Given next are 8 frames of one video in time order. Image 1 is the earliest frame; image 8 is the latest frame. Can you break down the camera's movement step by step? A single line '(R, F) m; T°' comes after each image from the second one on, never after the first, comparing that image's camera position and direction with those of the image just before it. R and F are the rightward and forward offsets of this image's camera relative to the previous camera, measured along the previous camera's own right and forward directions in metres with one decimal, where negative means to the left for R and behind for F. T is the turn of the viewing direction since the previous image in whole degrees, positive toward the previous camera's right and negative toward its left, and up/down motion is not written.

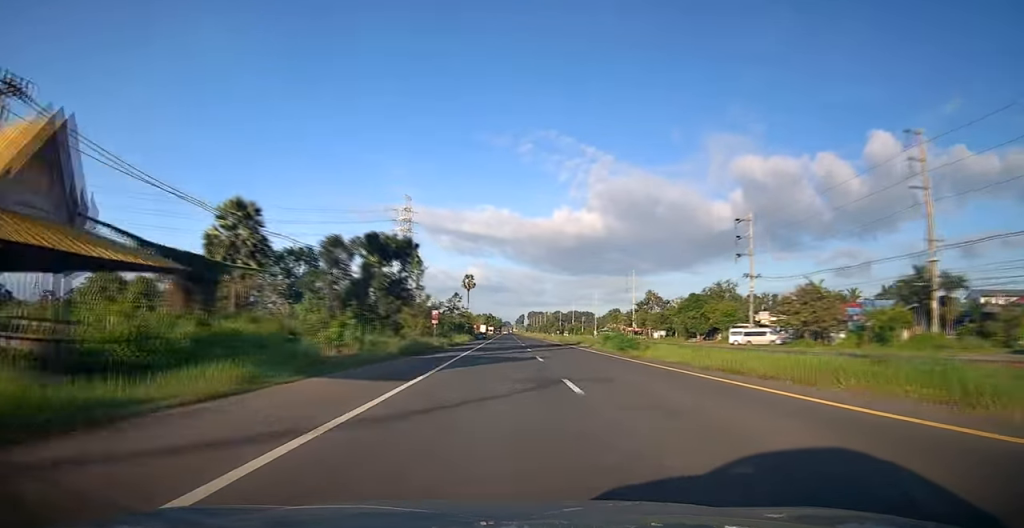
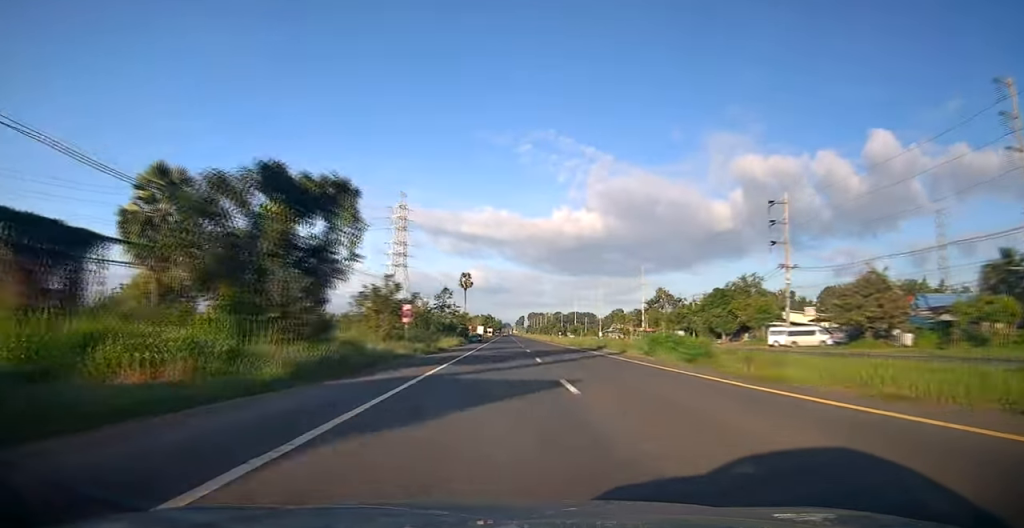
(0.0, +12.0) m; 0°
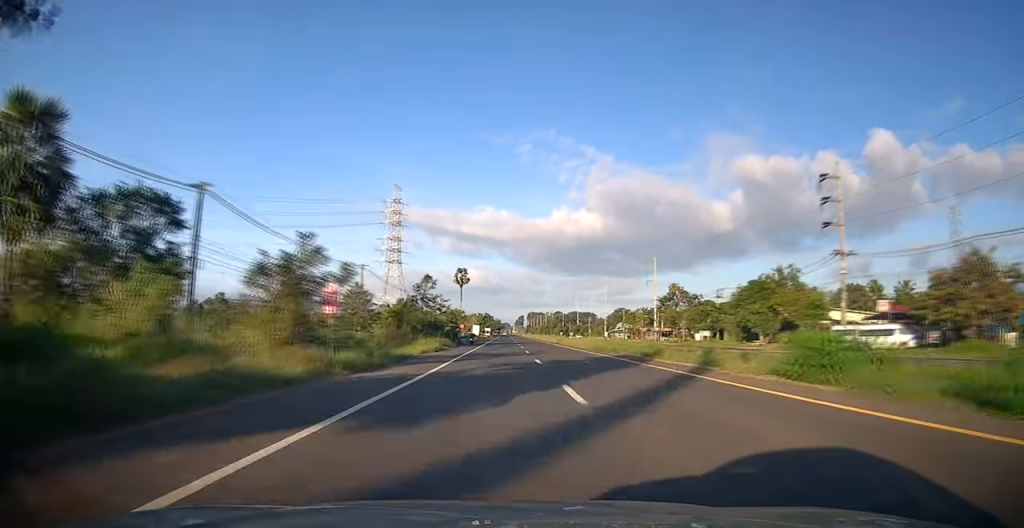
(0.0, +13.5) m; 0°
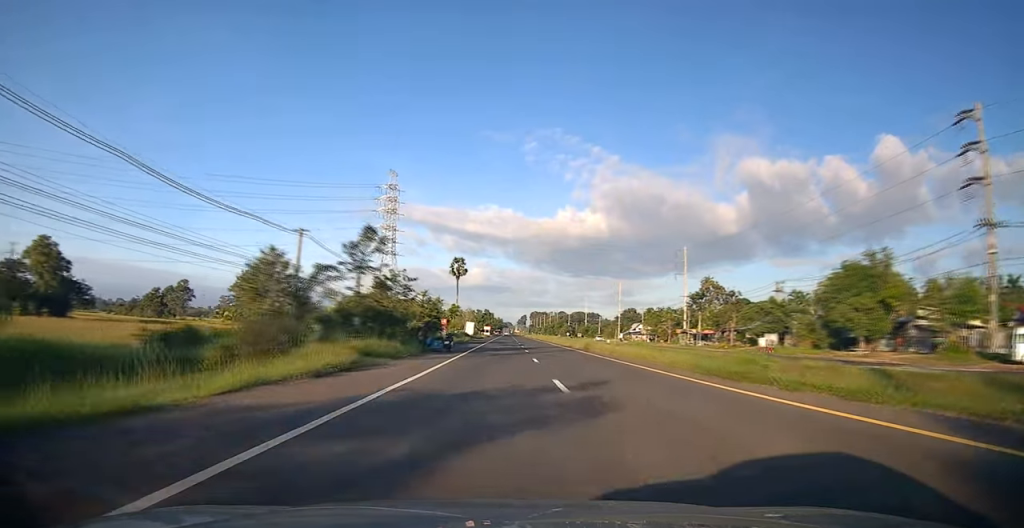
(-0.1, +22.2) m; 0°
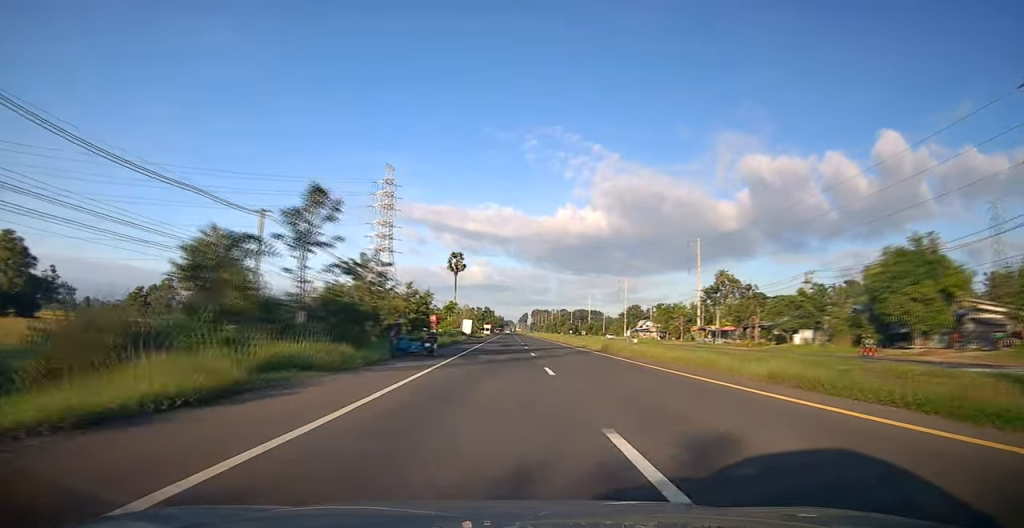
(0.0, +7.9) m; 0°
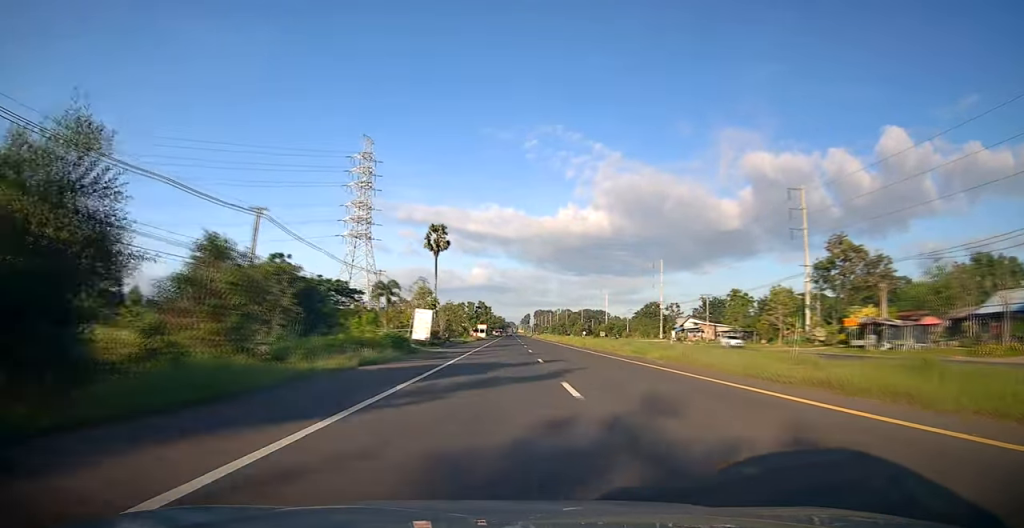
(+0.1, +41.4) m; 0°
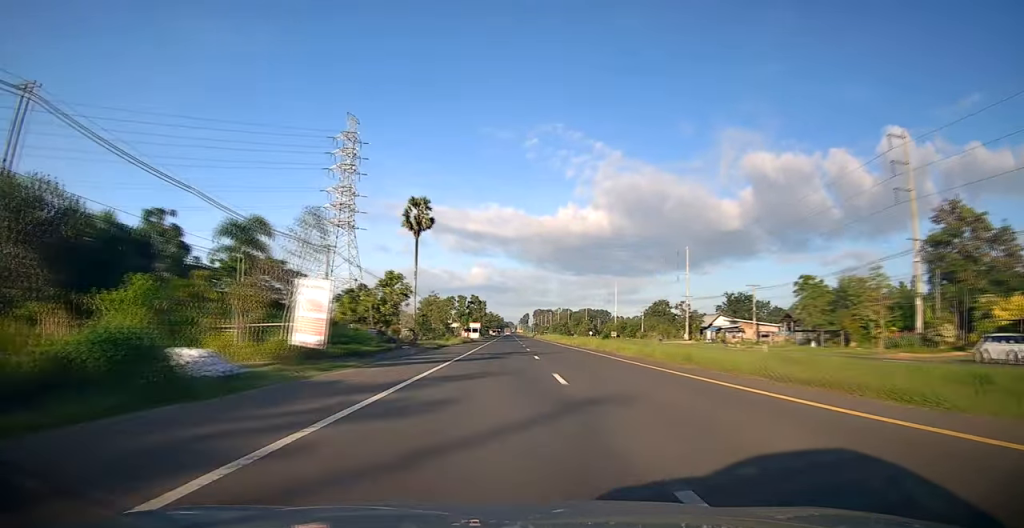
(0.0, +21.4) m; 0°
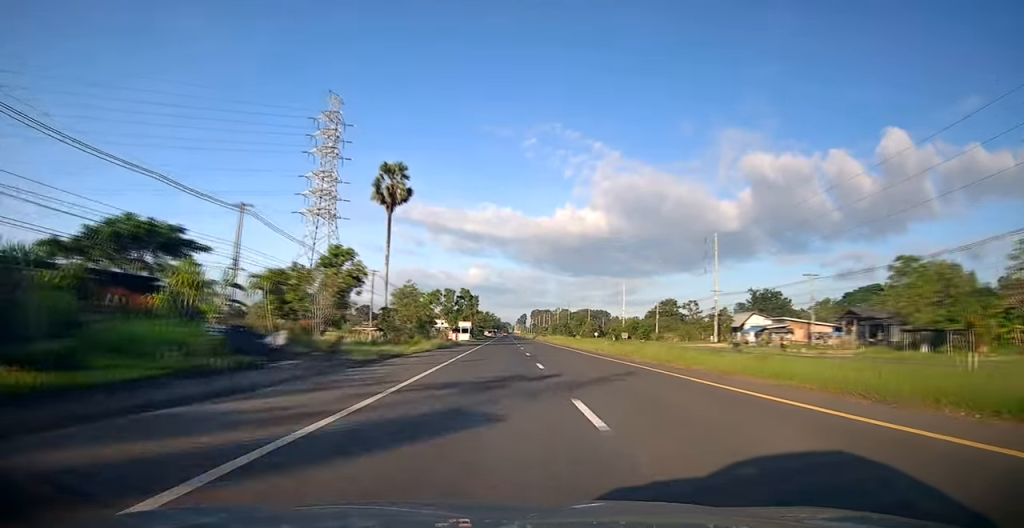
(-0.1, +18.2) m; 0°
